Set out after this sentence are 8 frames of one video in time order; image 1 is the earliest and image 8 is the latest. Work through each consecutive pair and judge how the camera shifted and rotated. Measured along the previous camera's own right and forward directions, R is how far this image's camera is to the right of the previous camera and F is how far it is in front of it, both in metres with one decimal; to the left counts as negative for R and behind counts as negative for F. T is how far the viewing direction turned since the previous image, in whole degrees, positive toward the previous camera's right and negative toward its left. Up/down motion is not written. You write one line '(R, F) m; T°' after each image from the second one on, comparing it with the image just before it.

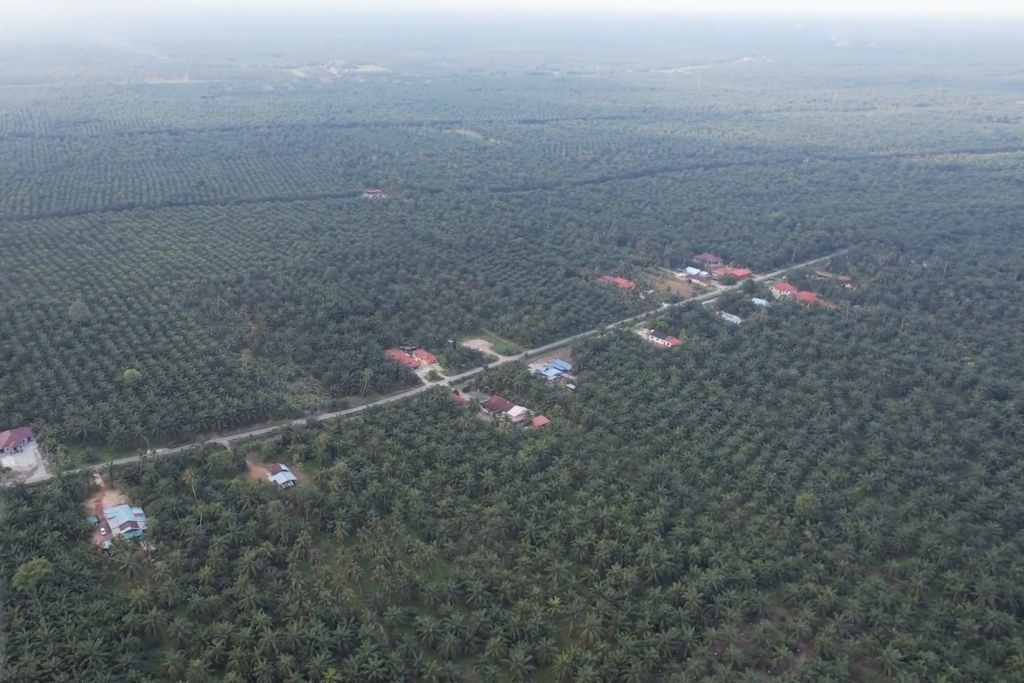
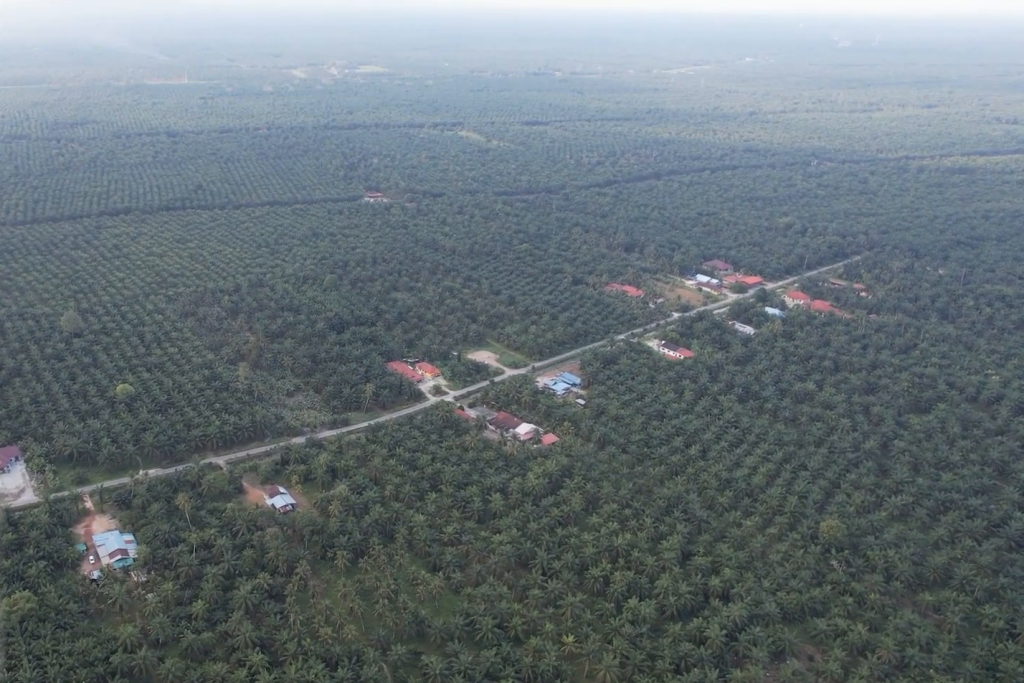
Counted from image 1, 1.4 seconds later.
(0.0, +20.3) m; 0°
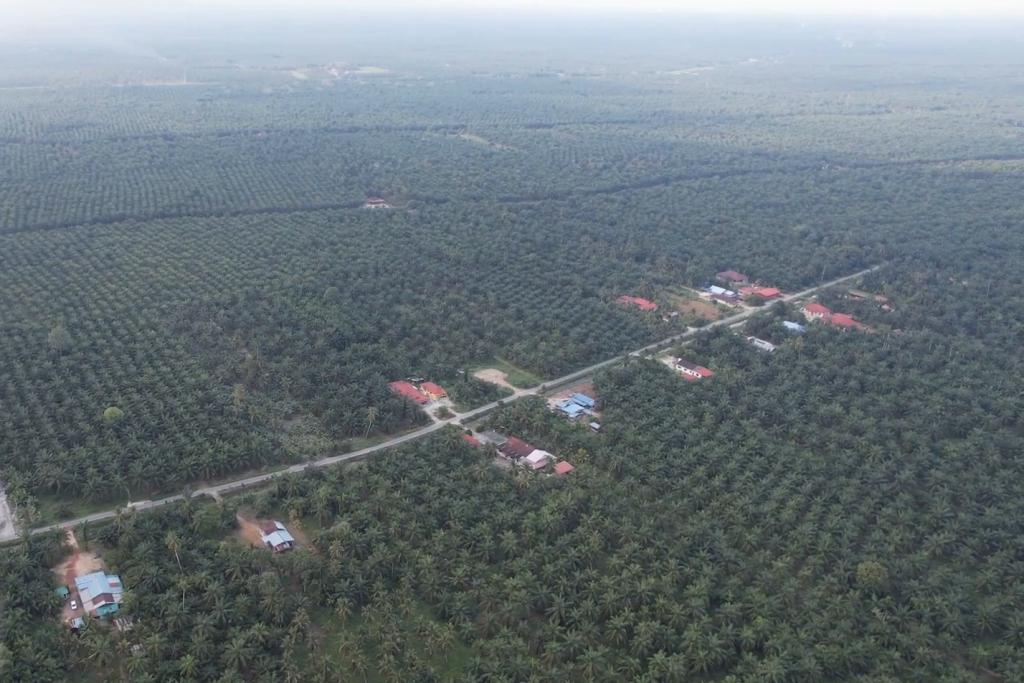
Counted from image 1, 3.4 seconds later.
(0.0, +28.5) m; 0°
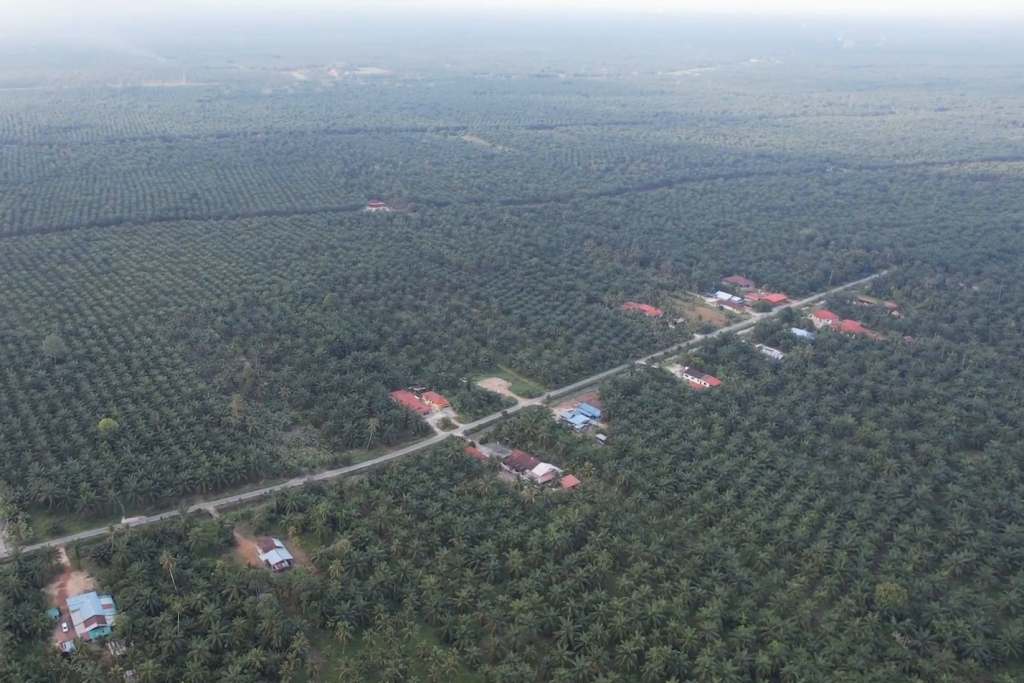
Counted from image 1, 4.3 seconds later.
(0.0, +12.4) m; 0°
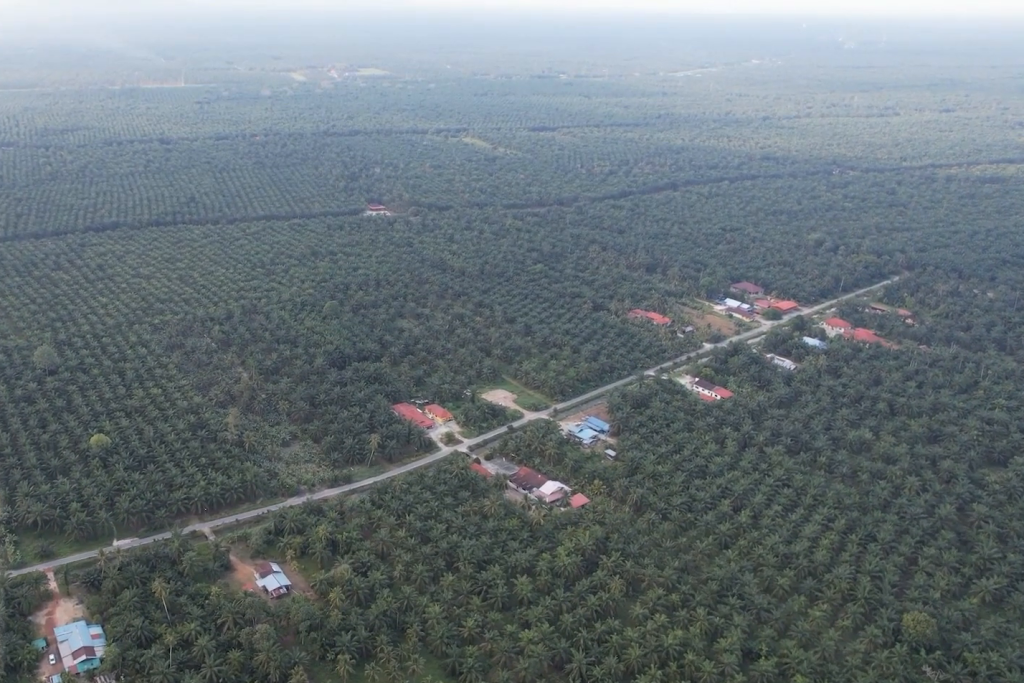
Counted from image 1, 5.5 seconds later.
(0.0, +16.5) m; 0°
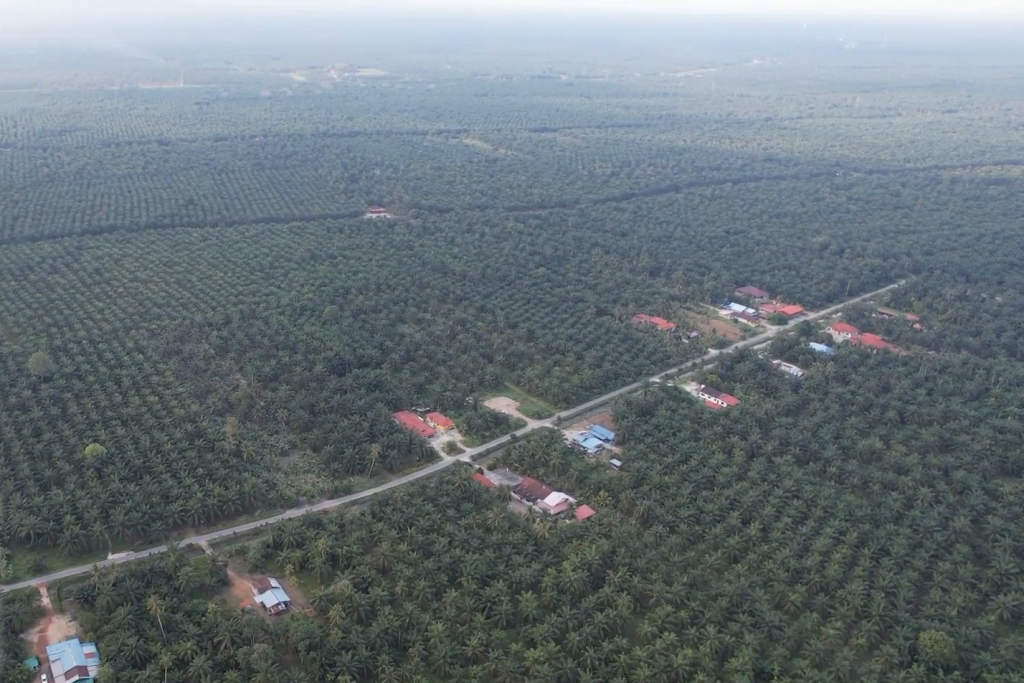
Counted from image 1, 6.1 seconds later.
(0.0, +9.5) m; 0°
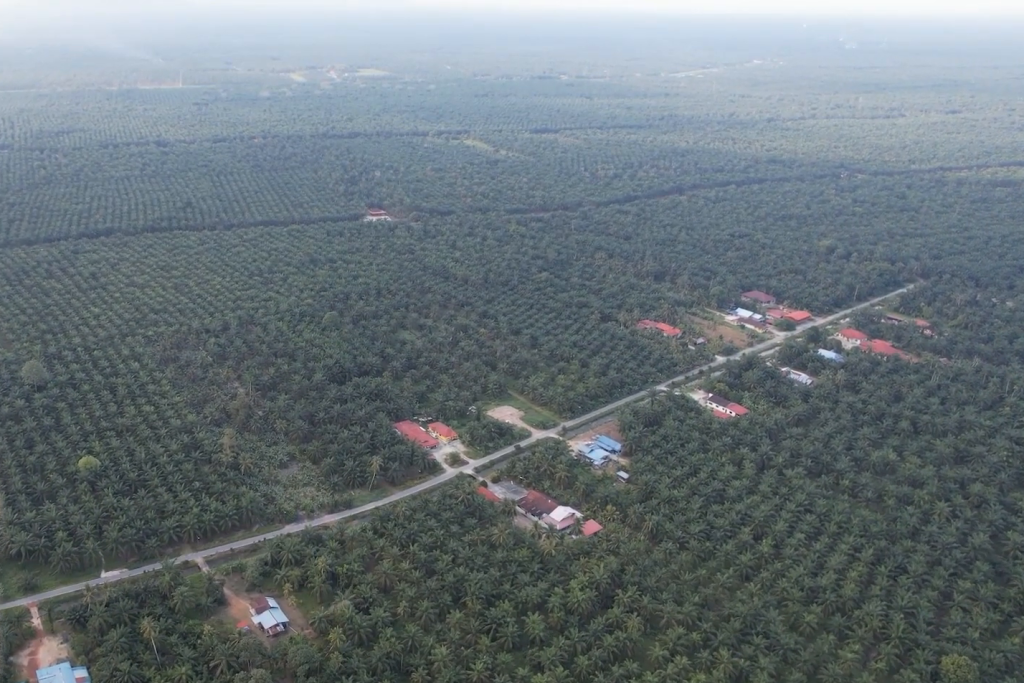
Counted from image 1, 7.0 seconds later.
(0.0, +11.9) m; 0°
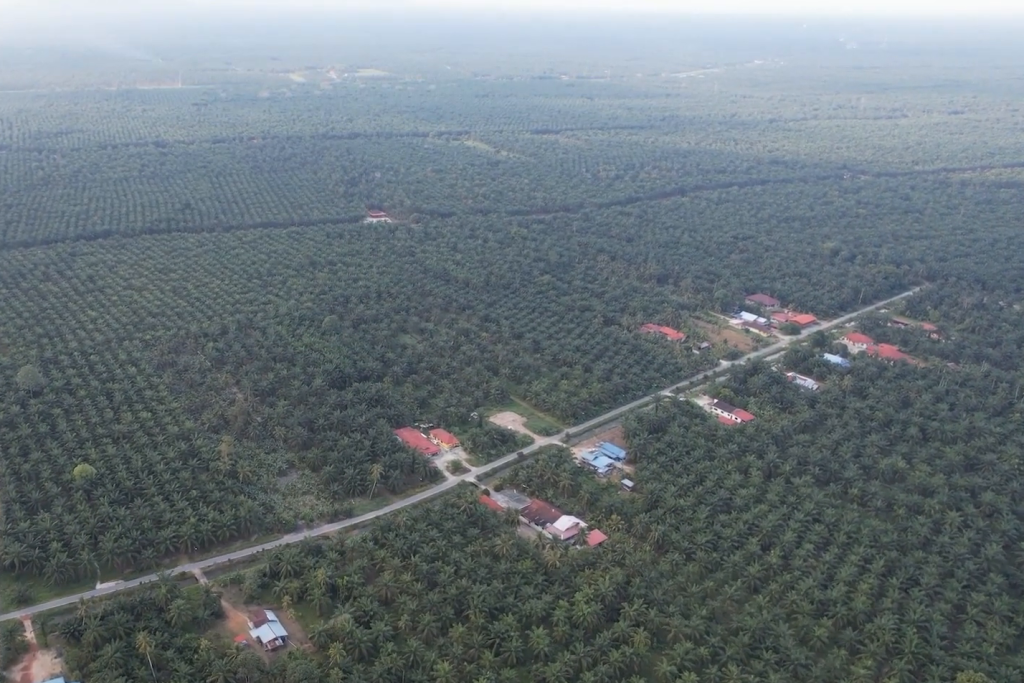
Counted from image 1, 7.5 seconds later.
(0.0, +7.7) m; 0°
